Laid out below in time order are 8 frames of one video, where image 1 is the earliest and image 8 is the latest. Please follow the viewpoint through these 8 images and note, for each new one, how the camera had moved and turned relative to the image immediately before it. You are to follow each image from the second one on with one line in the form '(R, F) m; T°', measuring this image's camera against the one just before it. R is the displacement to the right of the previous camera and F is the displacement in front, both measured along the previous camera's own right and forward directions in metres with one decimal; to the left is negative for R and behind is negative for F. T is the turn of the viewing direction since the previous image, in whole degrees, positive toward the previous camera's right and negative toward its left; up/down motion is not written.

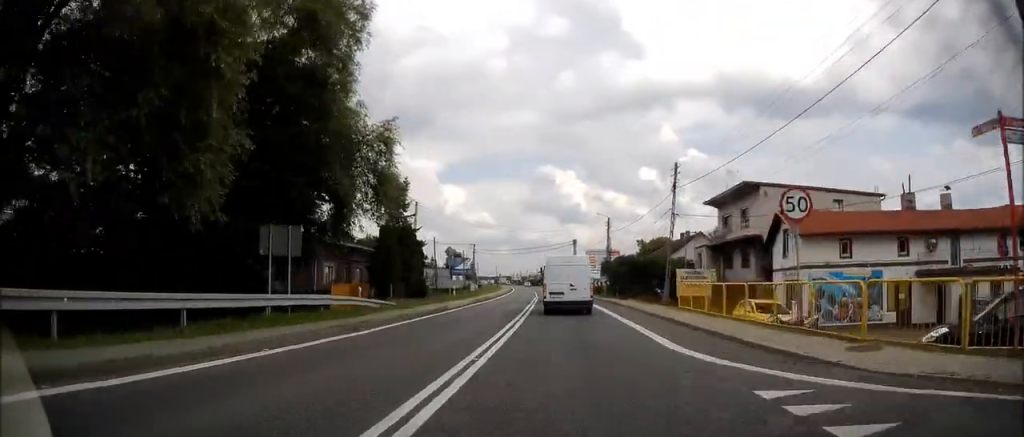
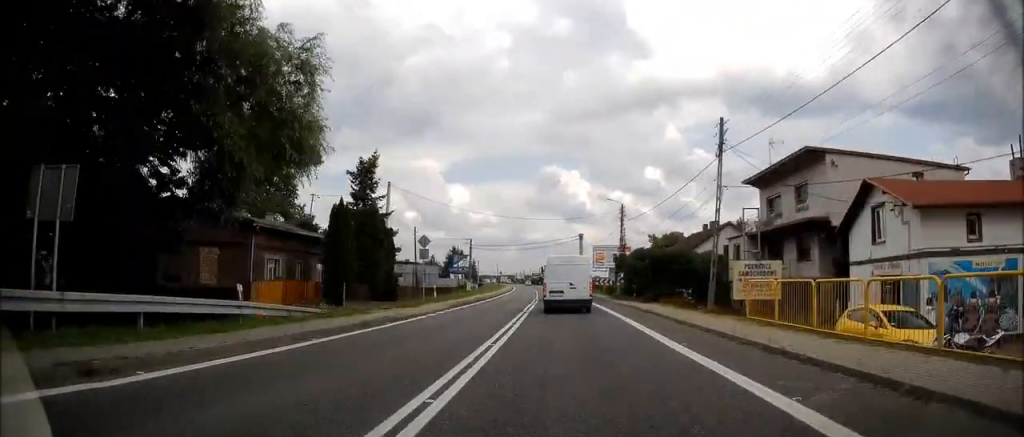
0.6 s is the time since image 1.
(+0.1, +9.8) m; 0°
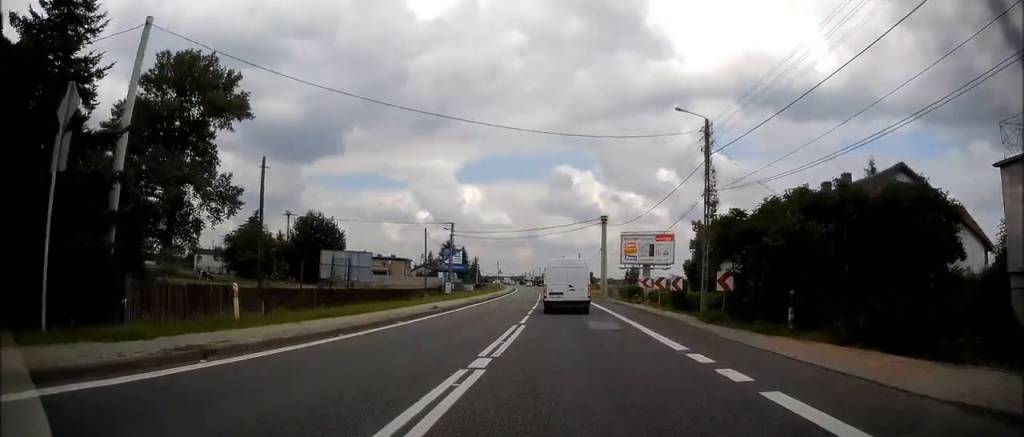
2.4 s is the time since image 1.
(-0.4, +28.0) m; -2°
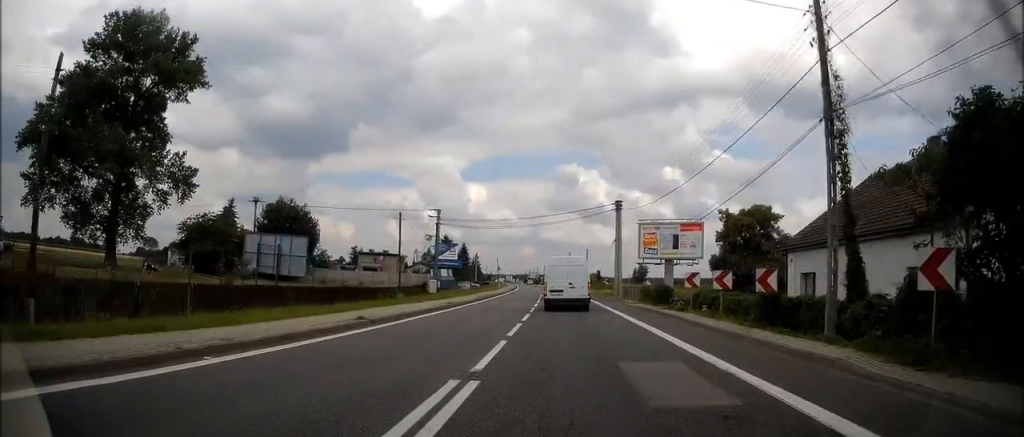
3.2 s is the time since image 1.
(-0.1, +11.6) m; -1°
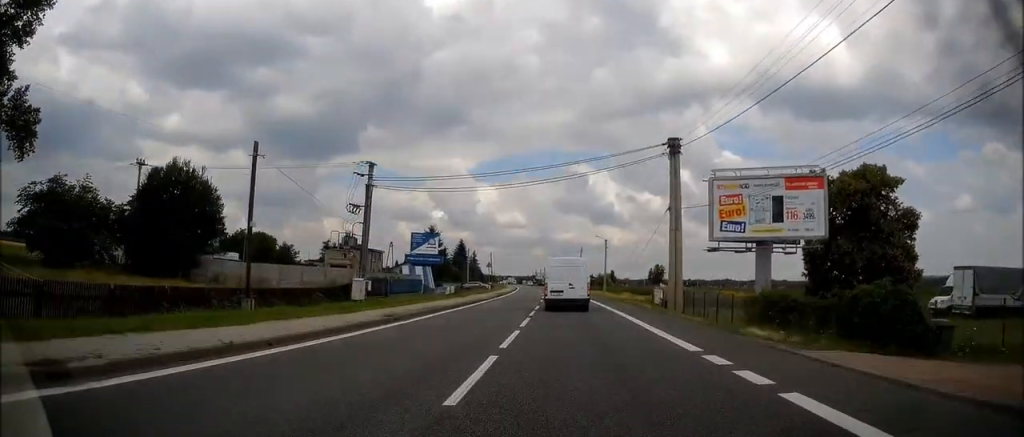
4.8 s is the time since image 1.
(-0.1, +25.8) m; 0°
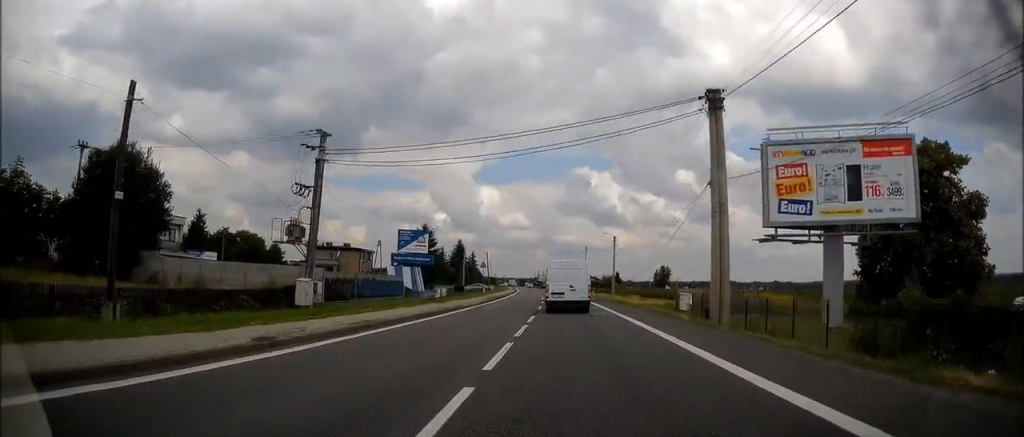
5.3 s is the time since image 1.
(-0.1, +8.7) m; 0°
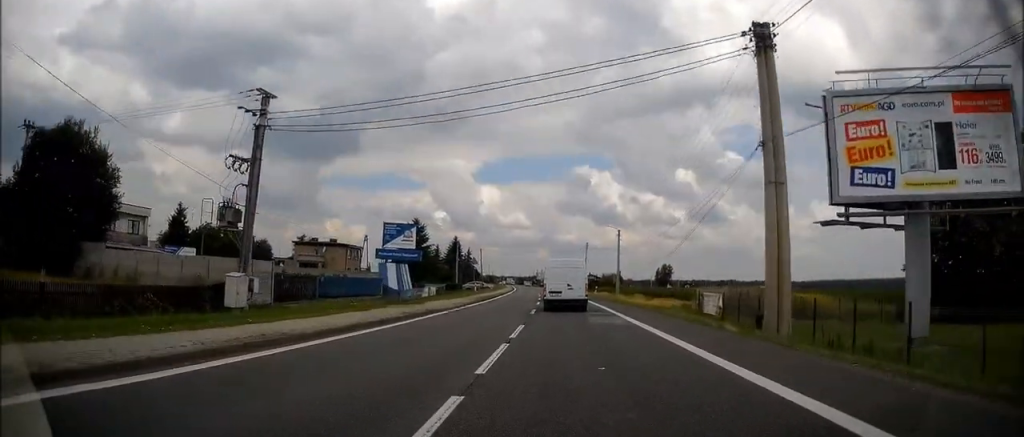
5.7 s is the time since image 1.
(0.0, +6.5) m; 0°
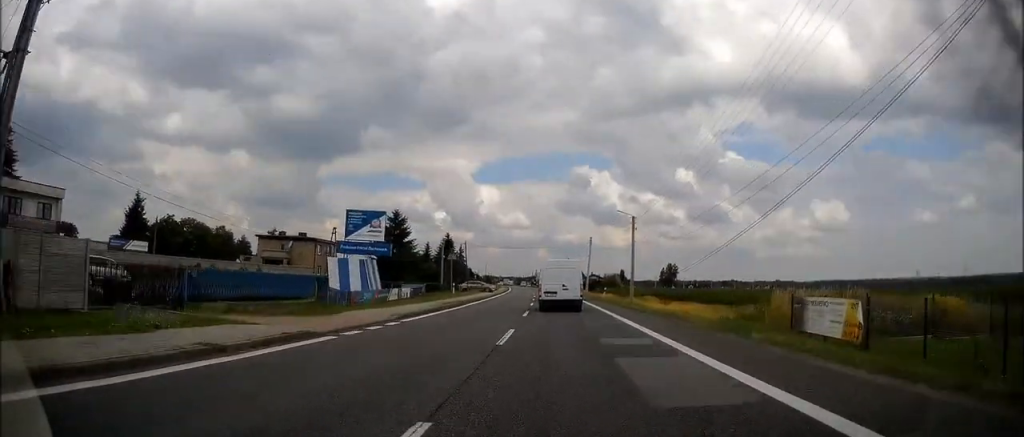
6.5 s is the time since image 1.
(0.0, +13.0) m; 0°
